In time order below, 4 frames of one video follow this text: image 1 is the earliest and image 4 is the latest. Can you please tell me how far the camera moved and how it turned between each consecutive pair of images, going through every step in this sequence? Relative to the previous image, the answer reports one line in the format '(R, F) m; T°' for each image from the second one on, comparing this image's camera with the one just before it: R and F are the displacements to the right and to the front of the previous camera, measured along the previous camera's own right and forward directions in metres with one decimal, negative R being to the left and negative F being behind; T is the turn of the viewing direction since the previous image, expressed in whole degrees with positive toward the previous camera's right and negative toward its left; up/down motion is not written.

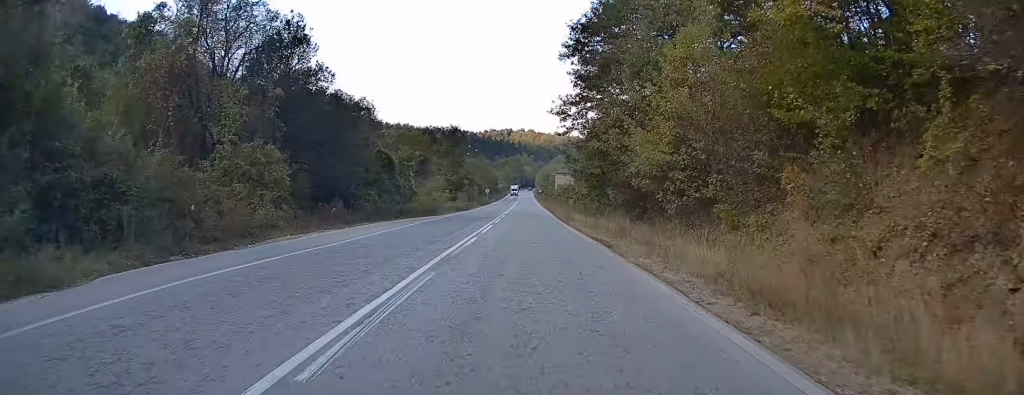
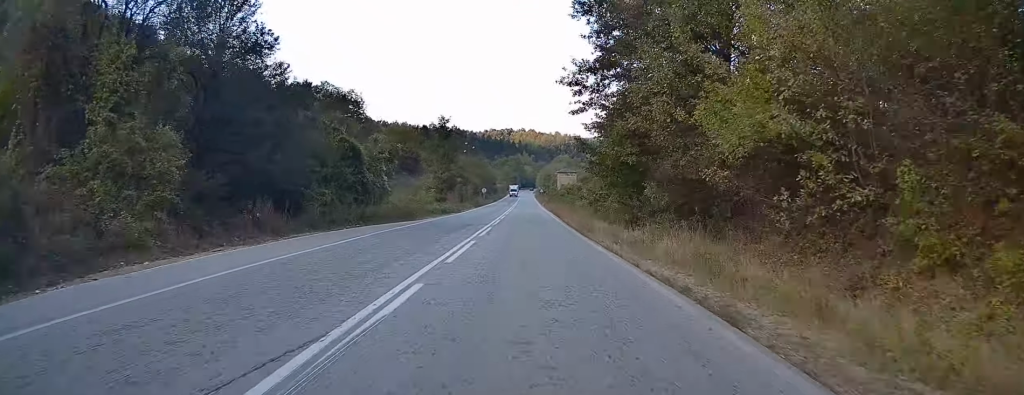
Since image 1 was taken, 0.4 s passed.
(0.0, +10.0) m; 0°
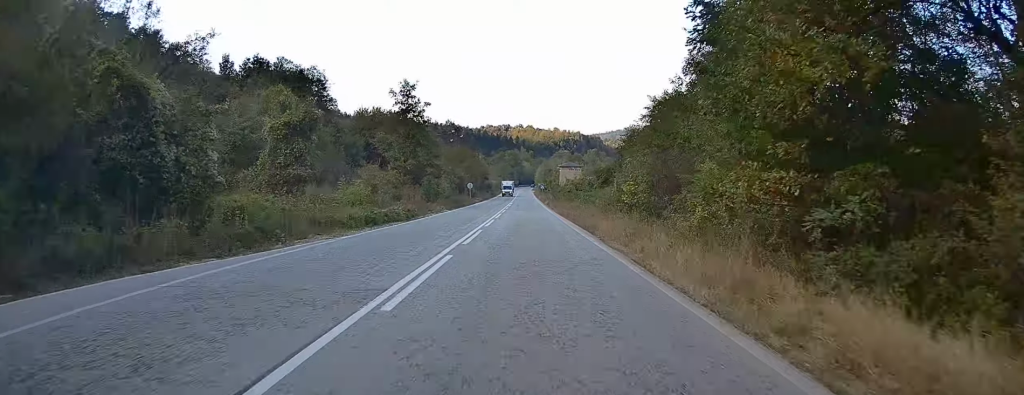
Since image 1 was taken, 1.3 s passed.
(0.0, +22.7) m; 0°
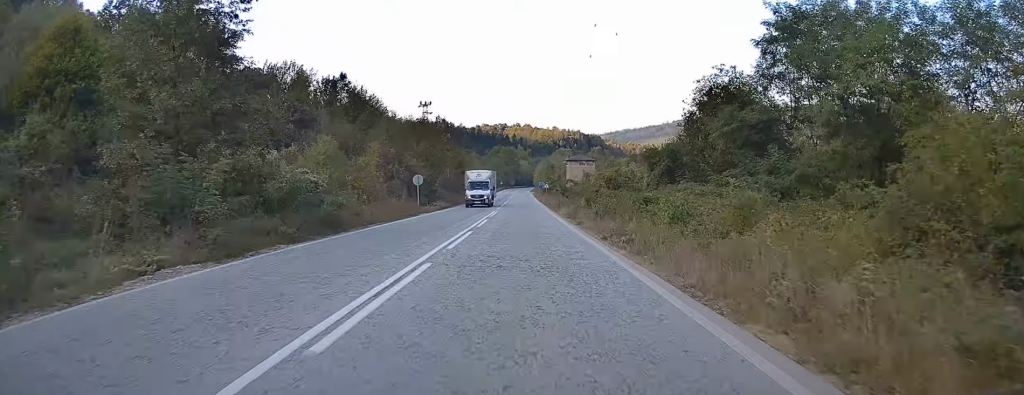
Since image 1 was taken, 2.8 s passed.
(+0.2, +37.4) m; 0°
